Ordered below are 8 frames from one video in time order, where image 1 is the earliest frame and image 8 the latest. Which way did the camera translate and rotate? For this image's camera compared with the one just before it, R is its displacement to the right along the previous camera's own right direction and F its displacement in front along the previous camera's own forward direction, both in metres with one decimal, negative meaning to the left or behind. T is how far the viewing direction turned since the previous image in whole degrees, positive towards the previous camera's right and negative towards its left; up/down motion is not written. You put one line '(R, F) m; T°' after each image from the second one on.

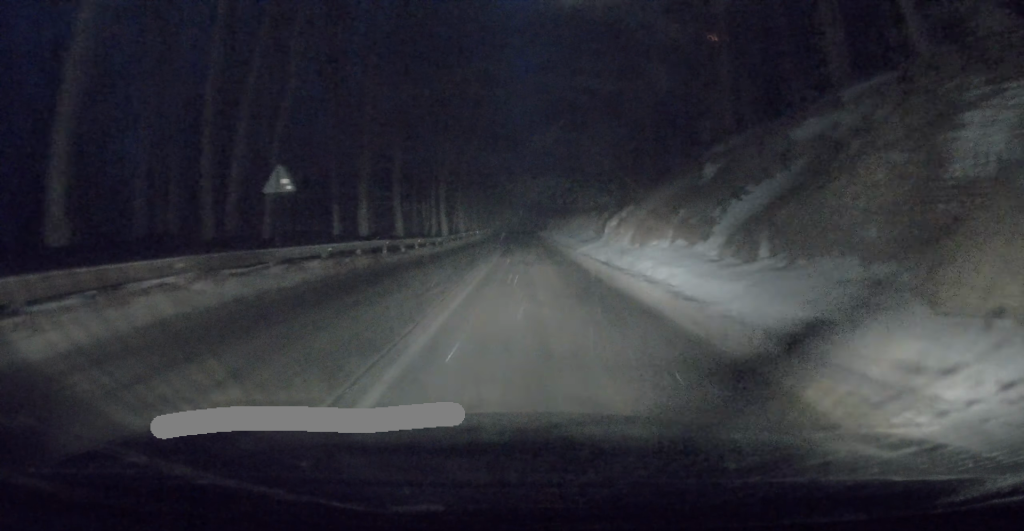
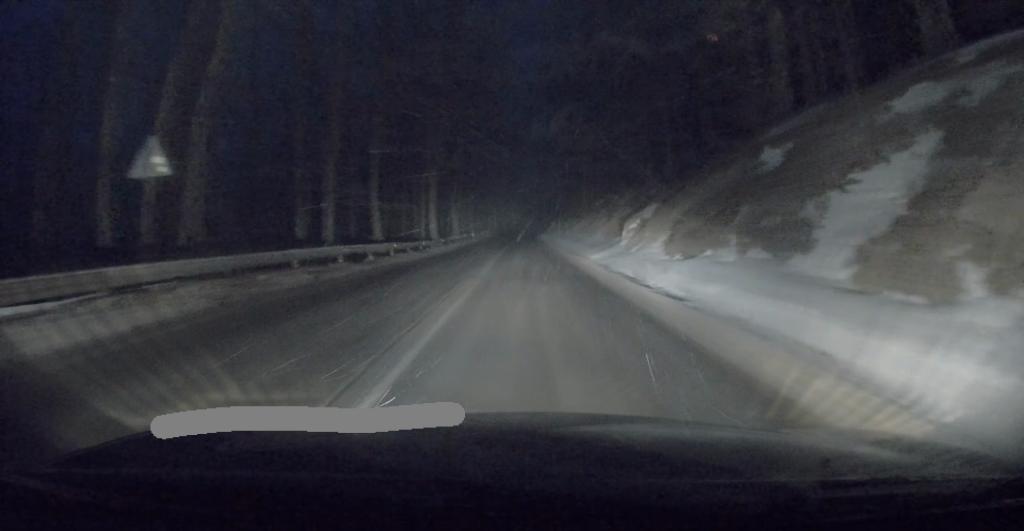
(-0.1, +5.6) m; +2°
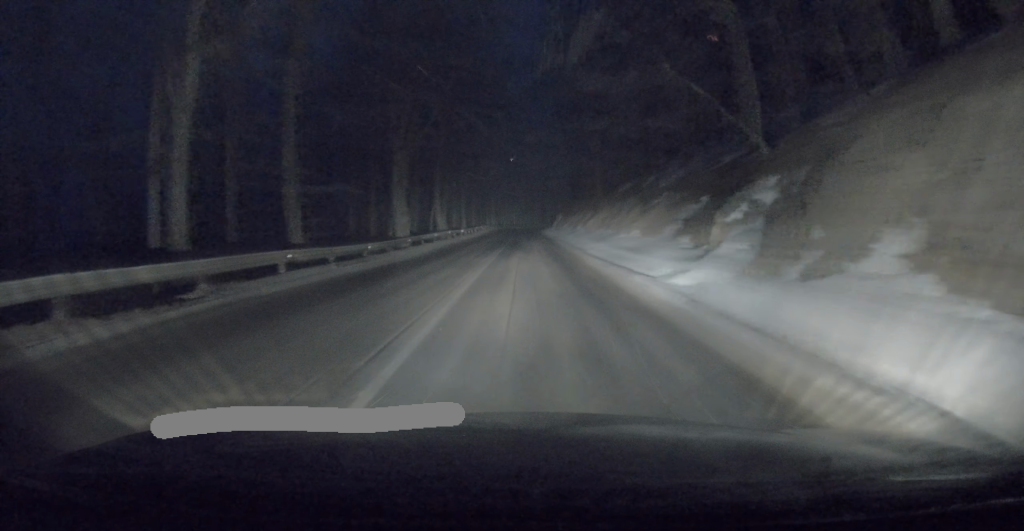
(+0.4, +11.9) m; 0°
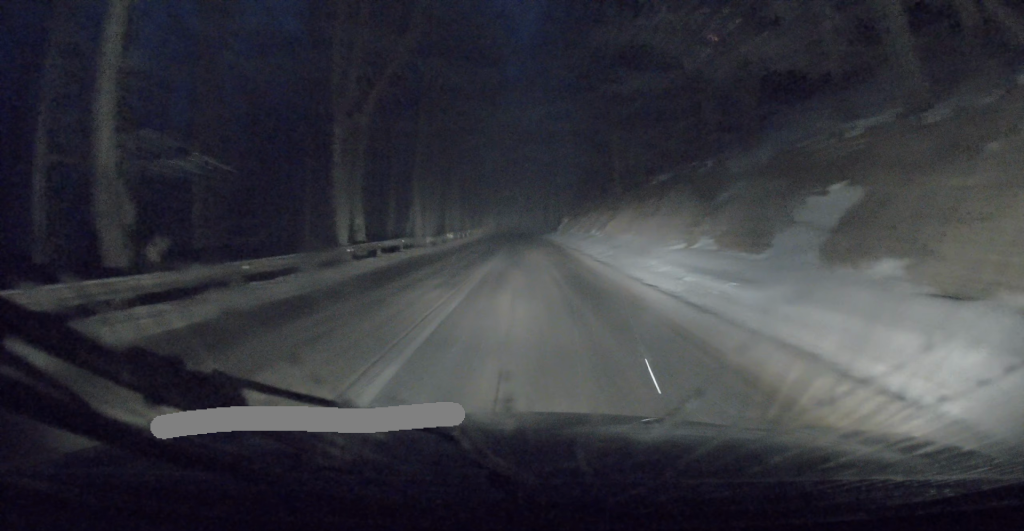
(-0.4, +9.7) m; -2°
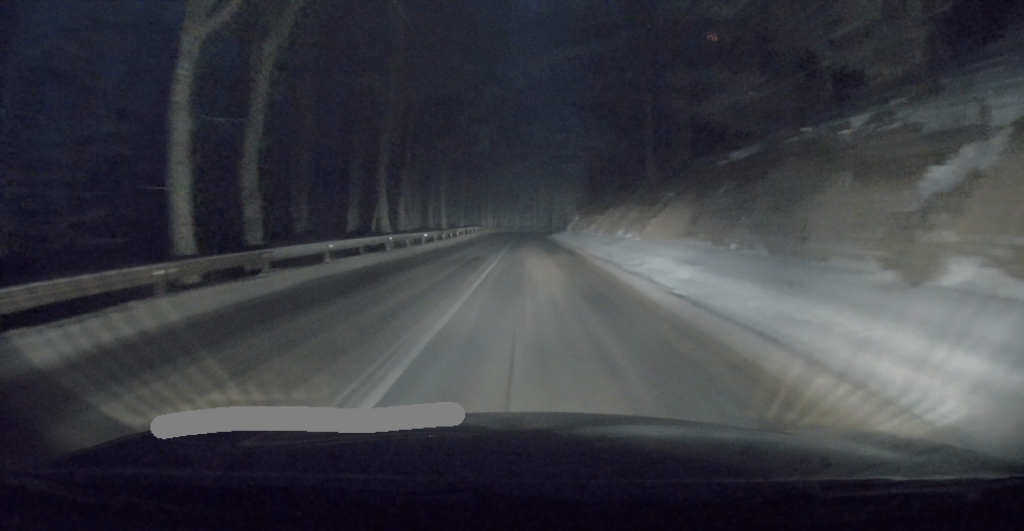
(+0.1, +10.2) m; +3°
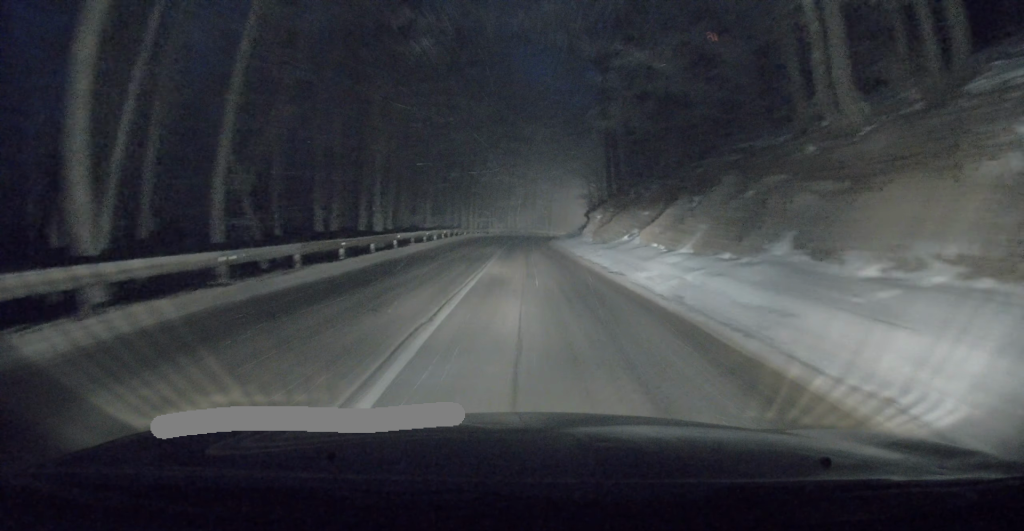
(+0.7, +19.7) m; +2°
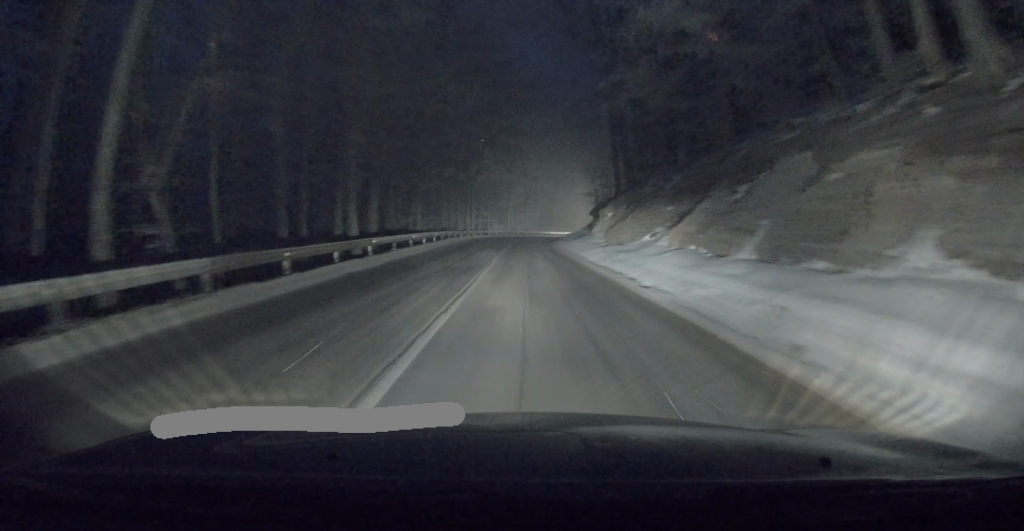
(0.0, +4.2) m; 0°
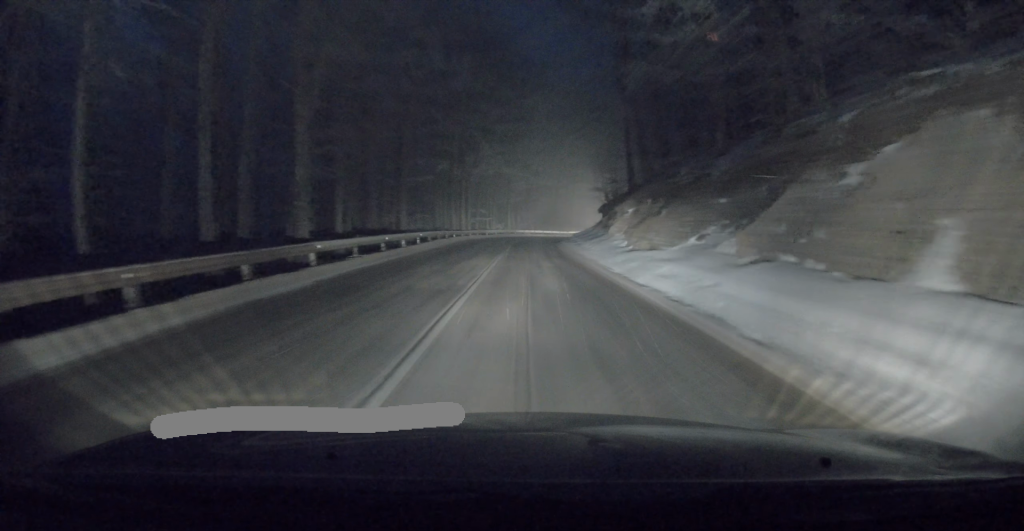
(0.0, +5.8) m; 0°
